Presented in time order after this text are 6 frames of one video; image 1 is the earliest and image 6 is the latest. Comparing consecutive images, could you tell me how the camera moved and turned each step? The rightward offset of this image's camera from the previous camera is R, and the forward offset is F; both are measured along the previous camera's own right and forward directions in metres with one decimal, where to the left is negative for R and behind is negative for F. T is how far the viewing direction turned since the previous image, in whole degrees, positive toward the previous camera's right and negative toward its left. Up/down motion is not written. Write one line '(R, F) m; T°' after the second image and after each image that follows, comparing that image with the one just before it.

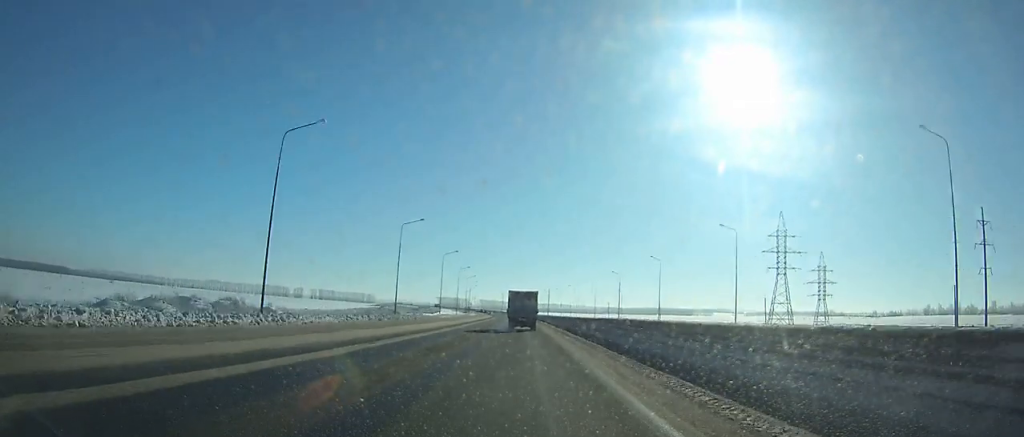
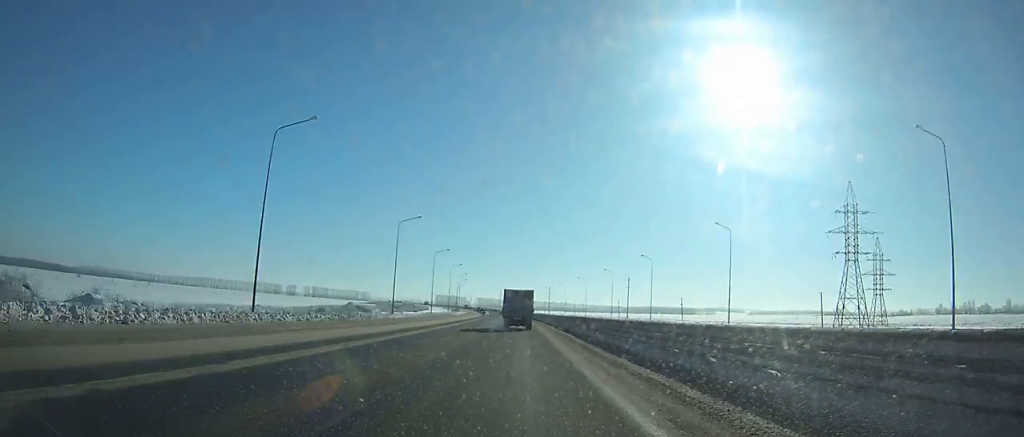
(-0.1, +34.9) m; 0°
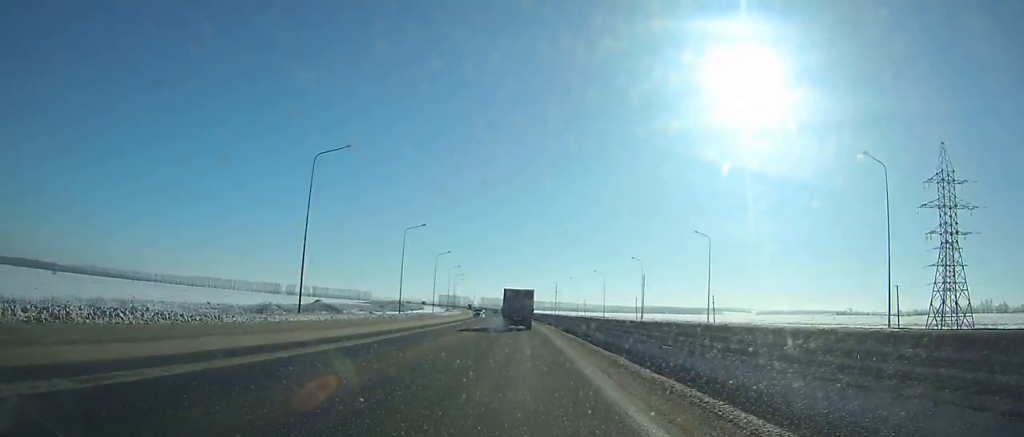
(-0.1, +29.0) m; 0°
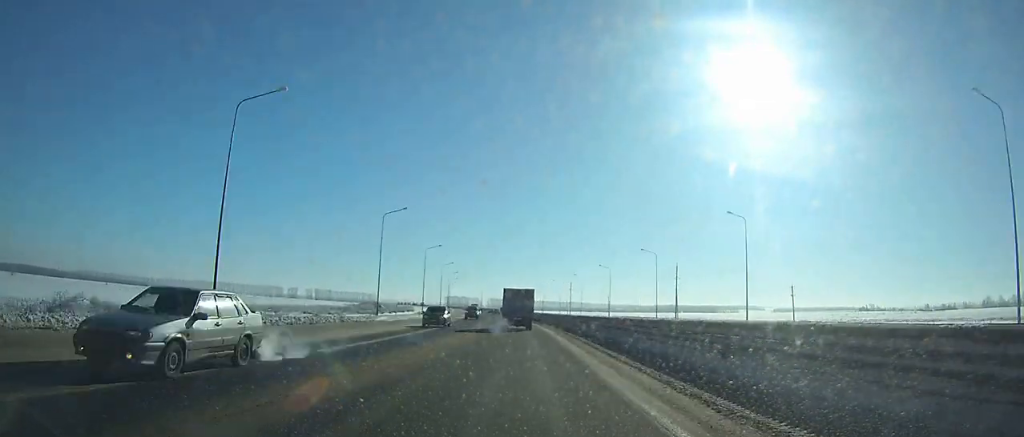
(-0.3, +45.8) m; -1°
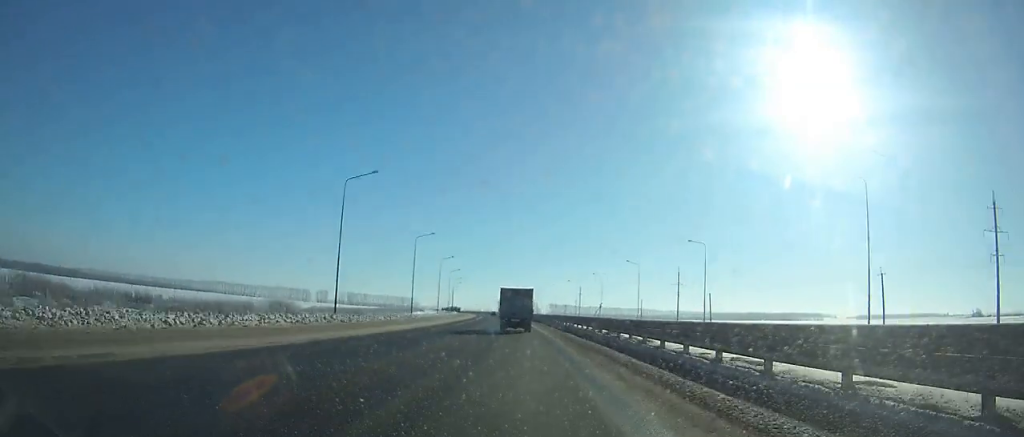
(-7.2, +156.7) m; -5°
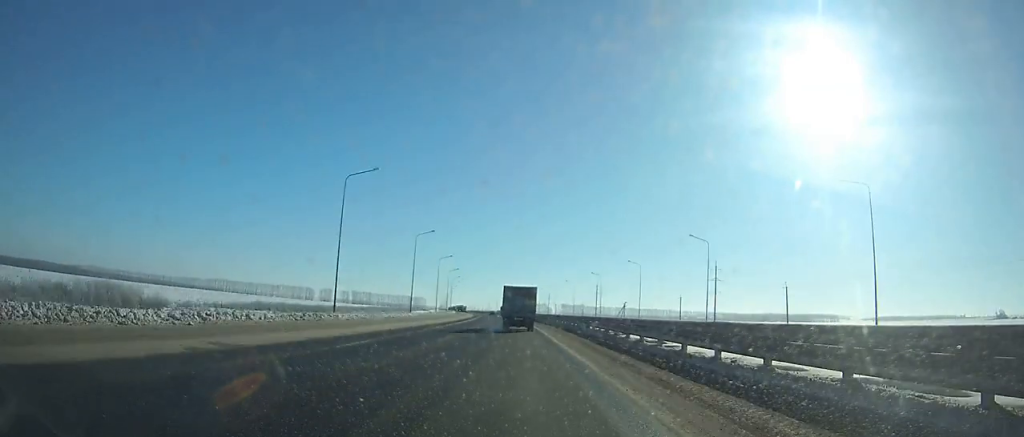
(-0.5, +35.2) m; -1°
